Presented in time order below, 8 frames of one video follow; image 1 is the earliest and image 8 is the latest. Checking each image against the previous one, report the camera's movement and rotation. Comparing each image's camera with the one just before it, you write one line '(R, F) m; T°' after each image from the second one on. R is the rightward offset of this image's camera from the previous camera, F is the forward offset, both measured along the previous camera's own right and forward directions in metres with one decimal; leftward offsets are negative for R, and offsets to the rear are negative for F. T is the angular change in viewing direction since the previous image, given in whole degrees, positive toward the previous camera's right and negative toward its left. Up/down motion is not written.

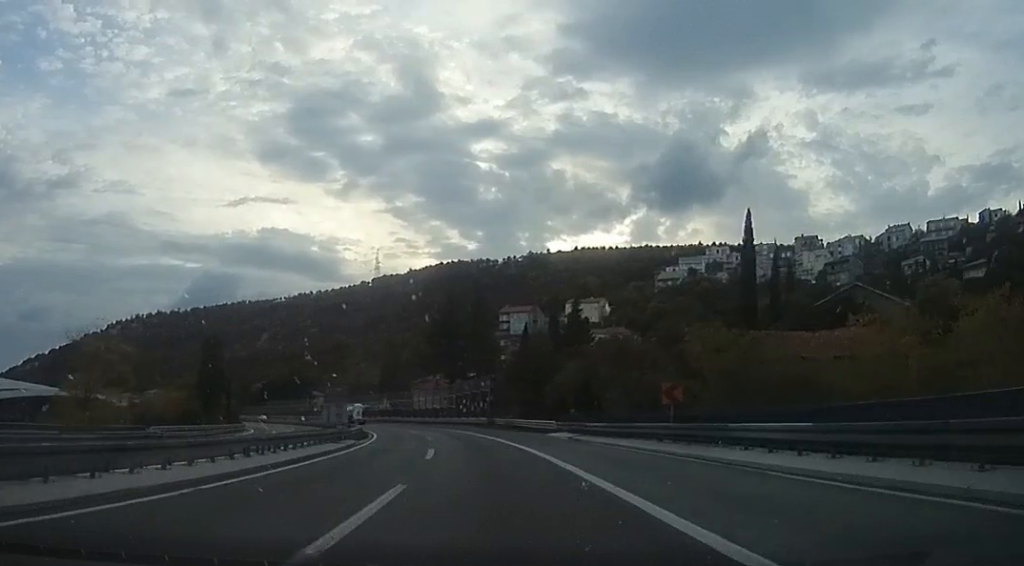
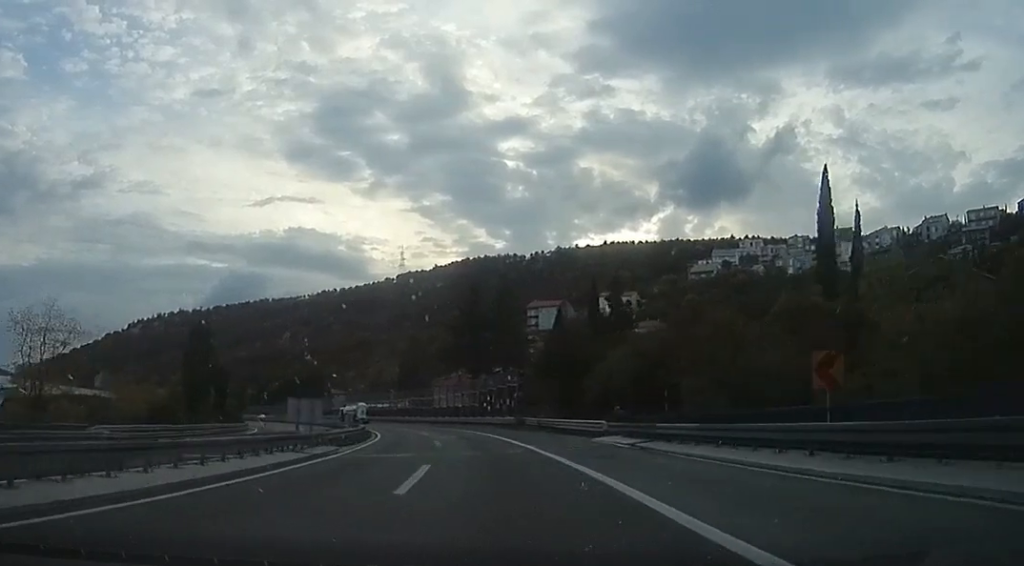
(-0.3, +9.3) m; -3°
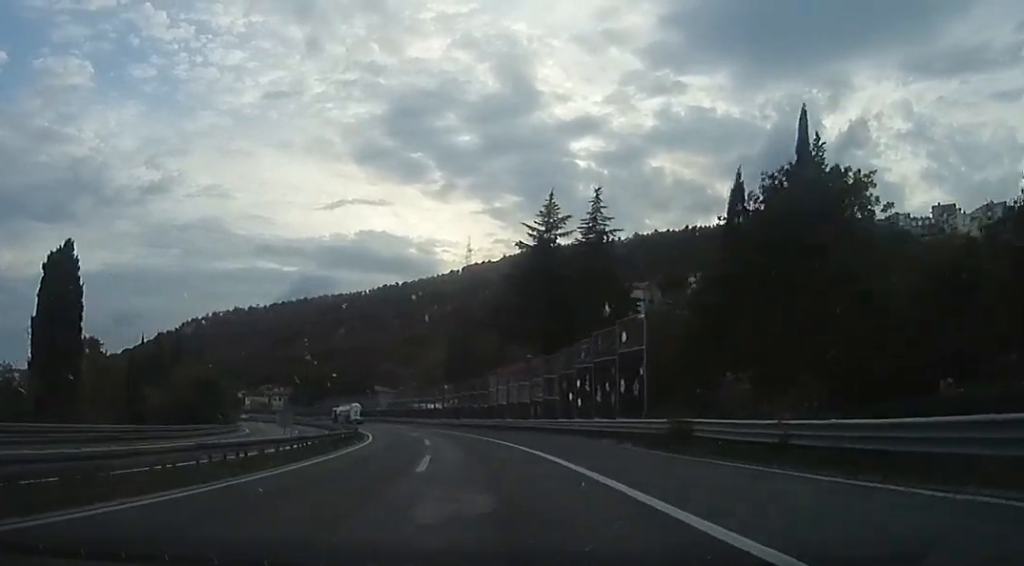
(-2.7, +30.3) m; -7°
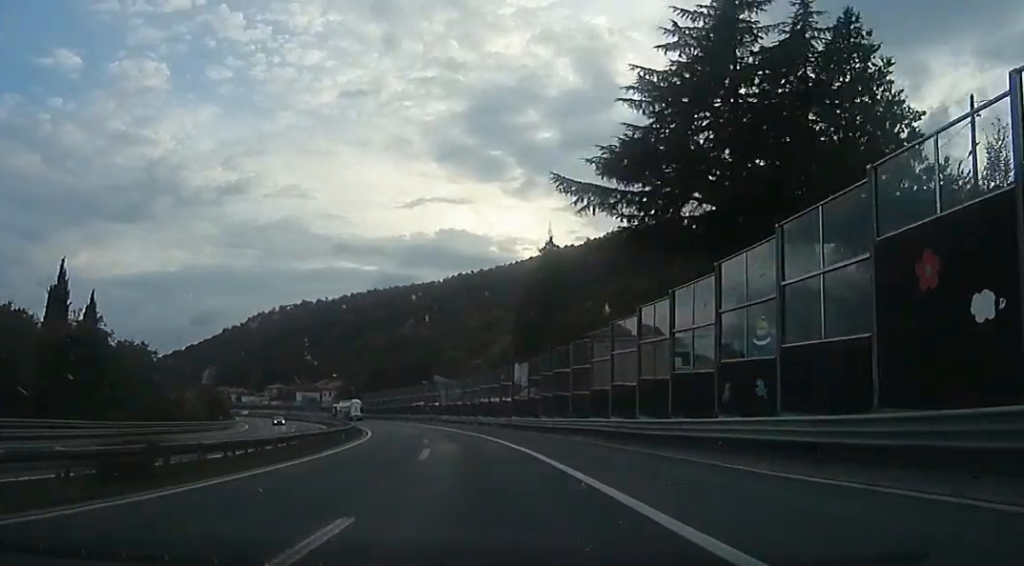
(+0.2, +30.5) m; -5°
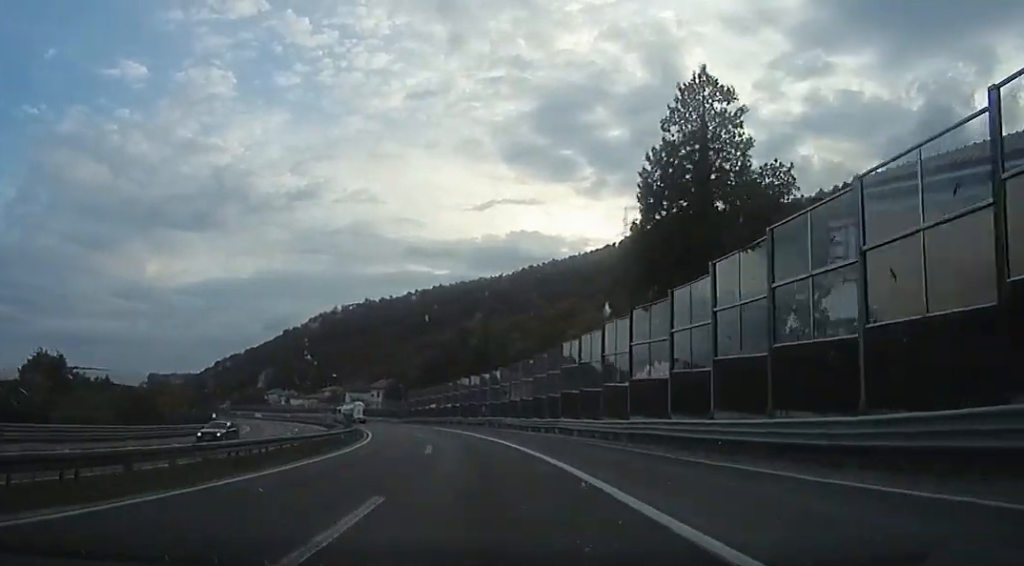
(-3.3, +26.3) m; -10°
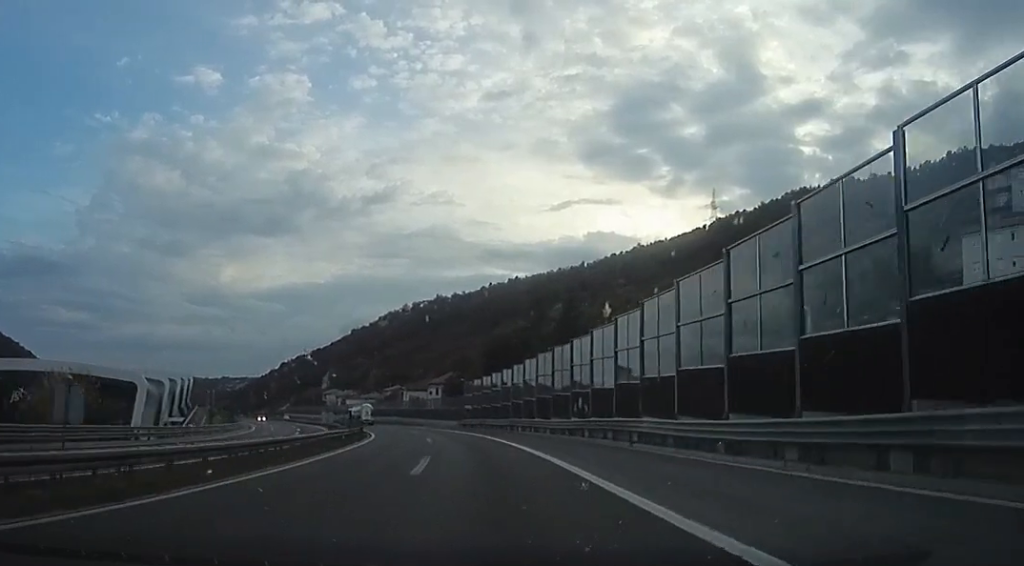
(-1.4, +29.2) m; -6°
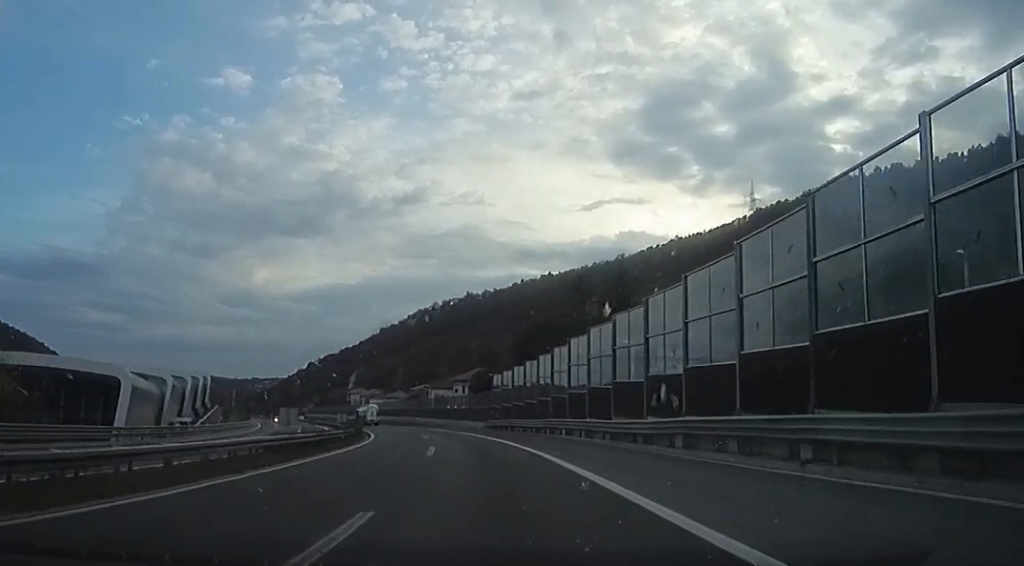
(-0.1, +12.4) m; -3°
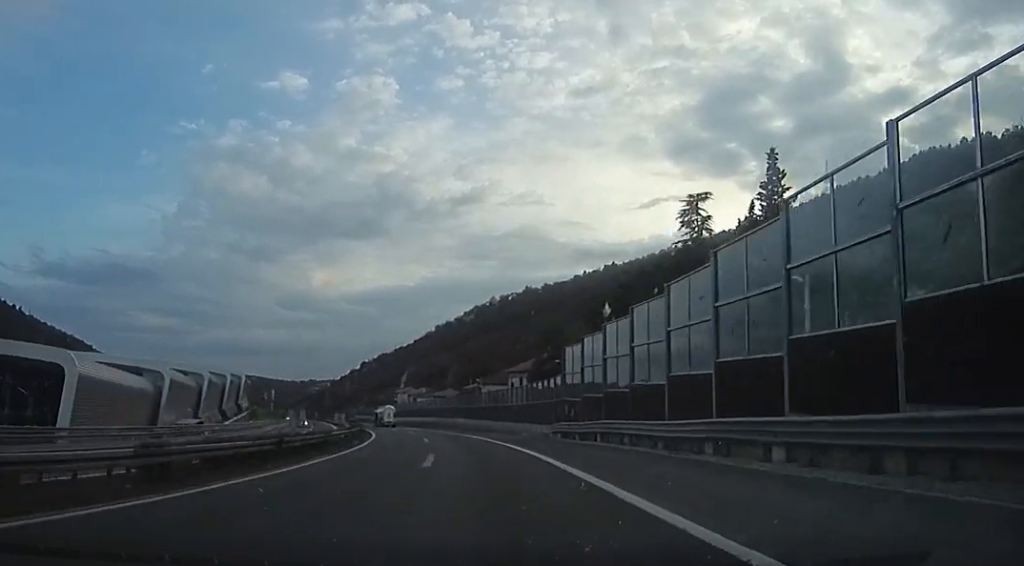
(-1.0, +22.9) m; -6°
